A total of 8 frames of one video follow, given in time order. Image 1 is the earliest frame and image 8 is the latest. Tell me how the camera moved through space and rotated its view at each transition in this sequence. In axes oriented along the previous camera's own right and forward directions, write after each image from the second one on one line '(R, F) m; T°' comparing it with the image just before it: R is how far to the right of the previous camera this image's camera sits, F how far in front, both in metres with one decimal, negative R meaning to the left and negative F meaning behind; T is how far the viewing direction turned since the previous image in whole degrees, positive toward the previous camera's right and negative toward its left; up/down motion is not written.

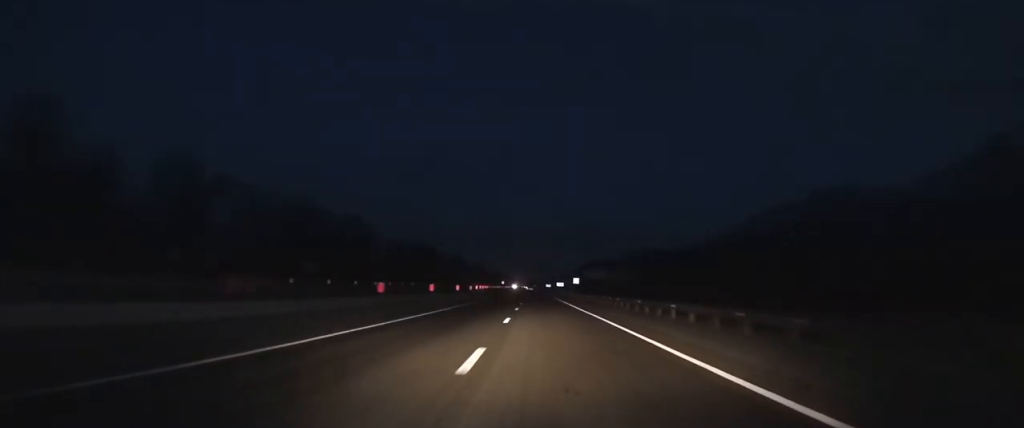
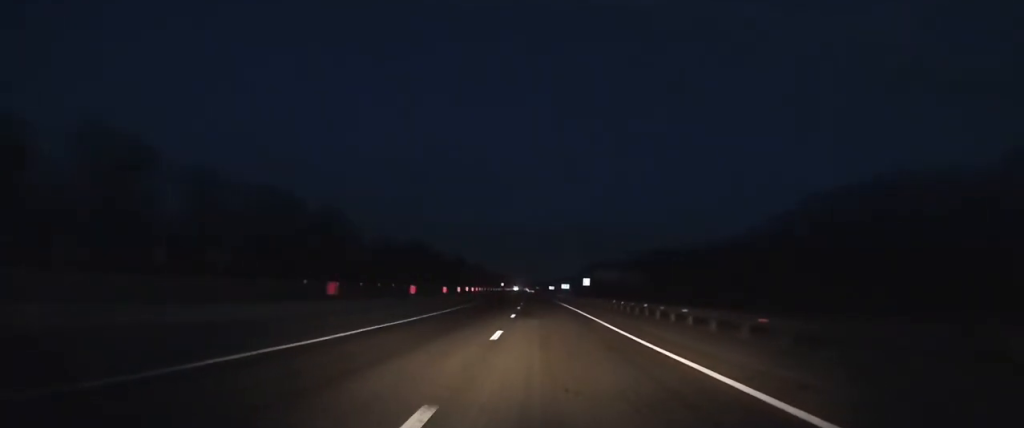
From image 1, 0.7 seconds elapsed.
(0.0, +15.1) m; 0°
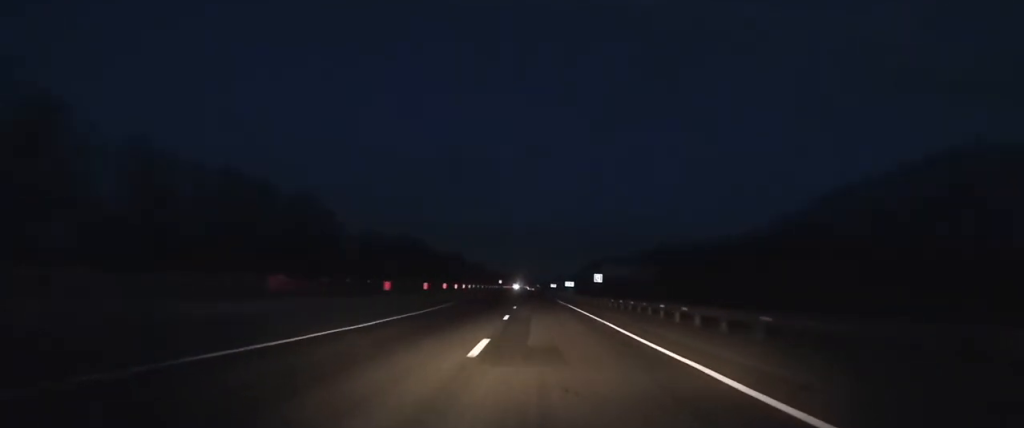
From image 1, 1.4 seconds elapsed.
(0.0, +14.9) m; 0°
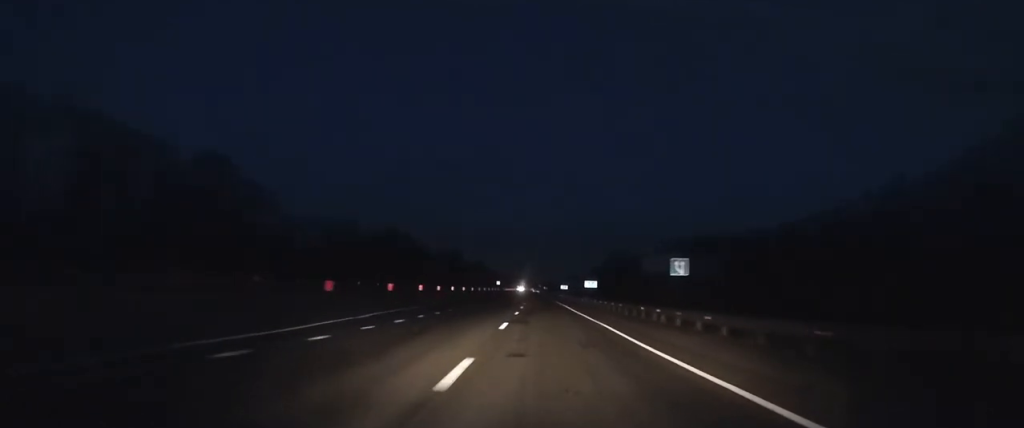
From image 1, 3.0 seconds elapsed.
(-0.2, +41.4) m; 0°
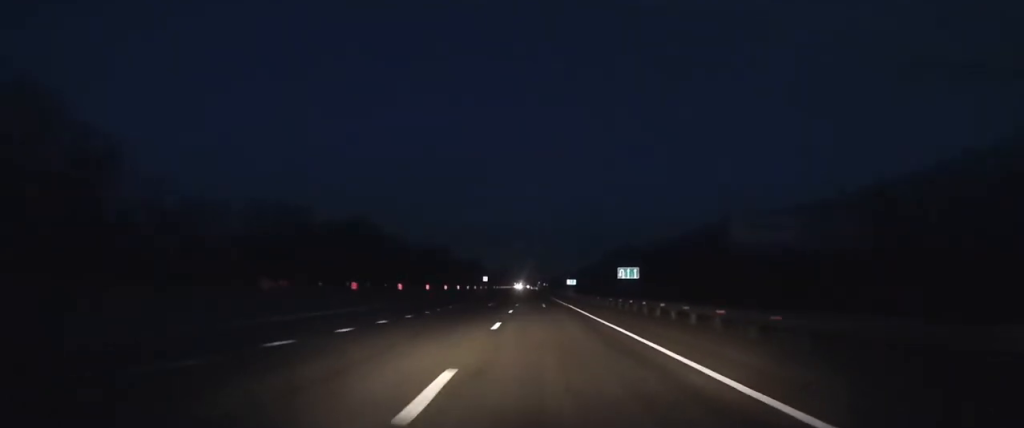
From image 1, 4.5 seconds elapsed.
(-0.1, +36.8) m; 0°
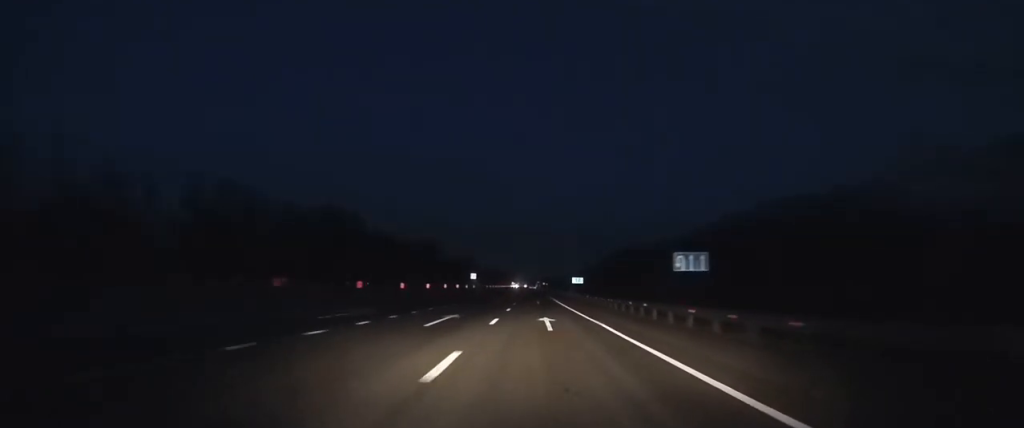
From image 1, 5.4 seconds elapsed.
(-0.1, +19.5) m; 0°
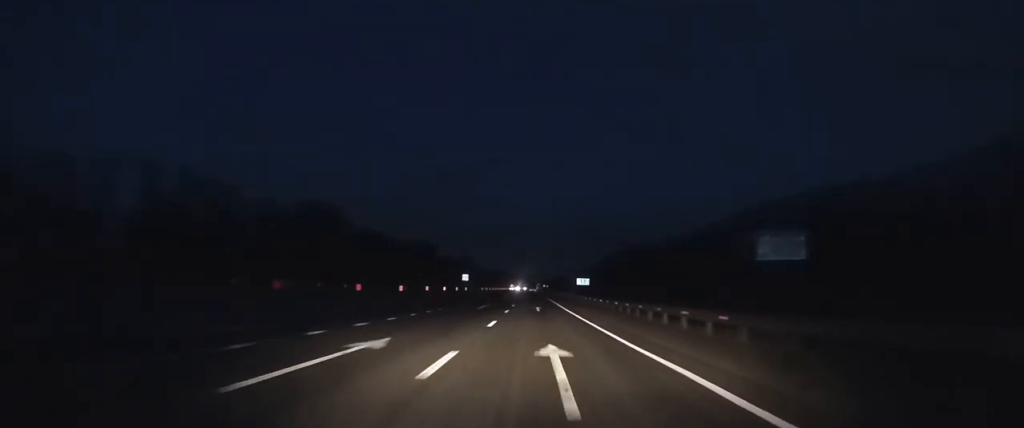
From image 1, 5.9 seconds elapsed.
(0.0, +11.8) m; 0°
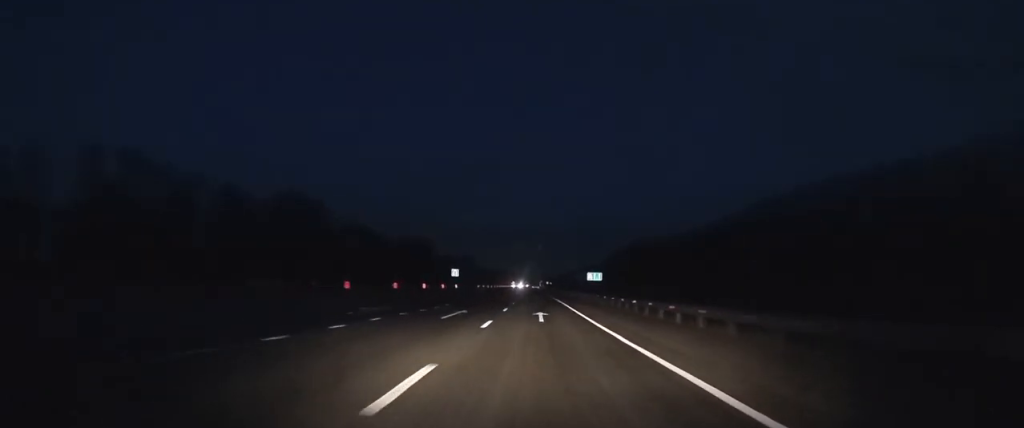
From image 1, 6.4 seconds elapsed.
(0.0, +14.5) m; 0°
